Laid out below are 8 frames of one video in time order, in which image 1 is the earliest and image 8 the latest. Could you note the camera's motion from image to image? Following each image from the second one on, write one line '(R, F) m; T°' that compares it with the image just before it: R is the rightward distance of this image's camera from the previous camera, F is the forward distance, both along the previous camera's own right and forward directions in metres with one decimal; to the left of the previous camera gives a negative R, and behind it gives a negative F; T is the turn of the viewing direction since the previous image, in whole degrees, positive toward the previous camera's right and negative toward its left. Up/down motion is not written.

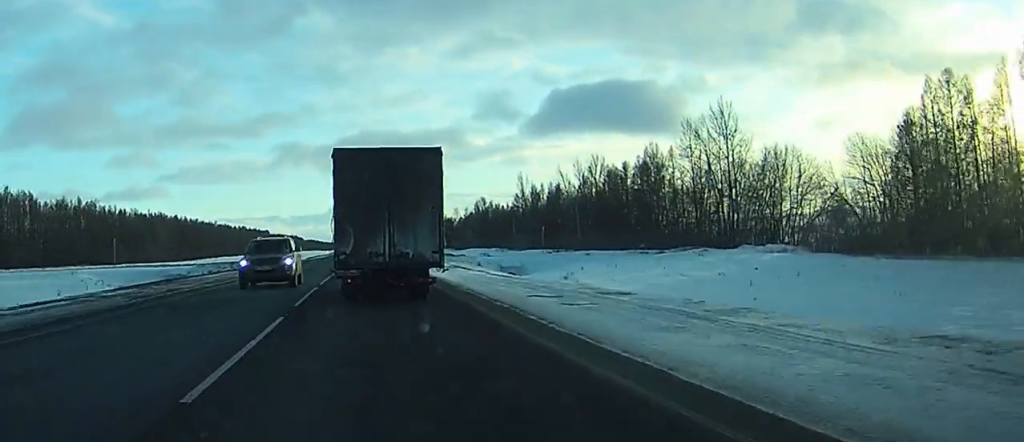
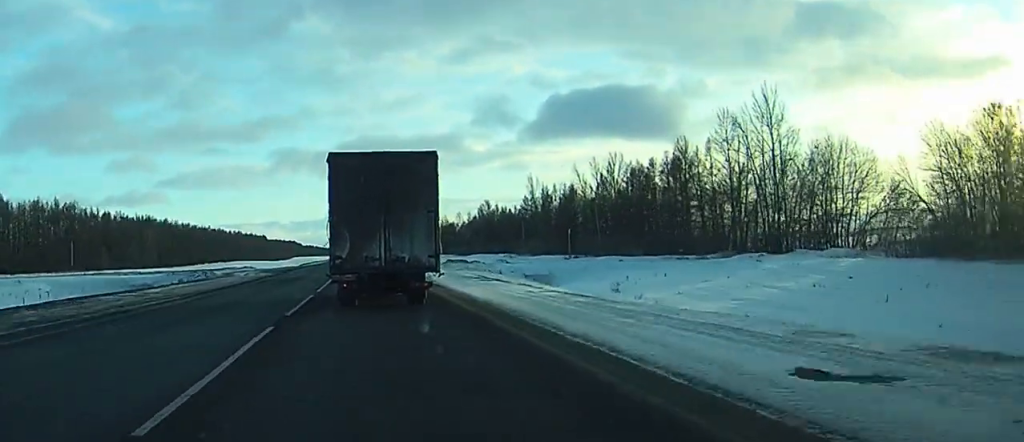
(0.0, +13.3) m; 0°
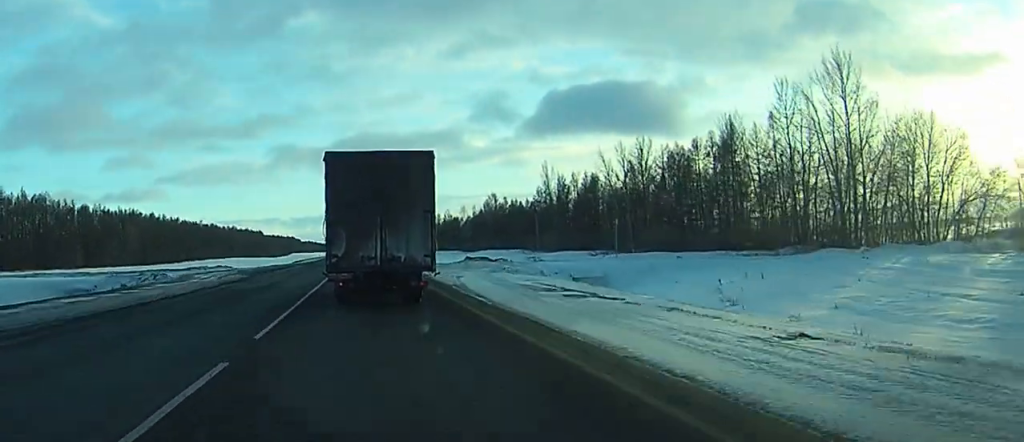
(0.0, +16.8) m; 0°
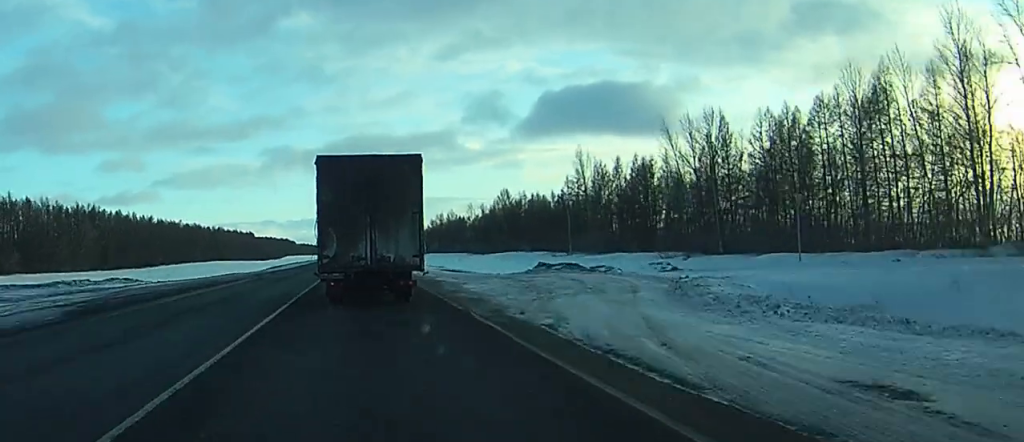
(-0.2, +31.9) m; 0°
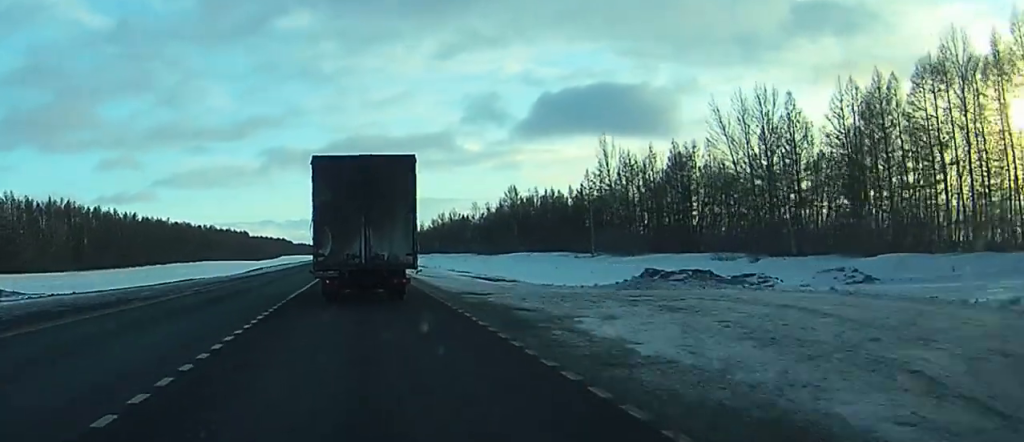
(0.0, +16.5) m; 0°
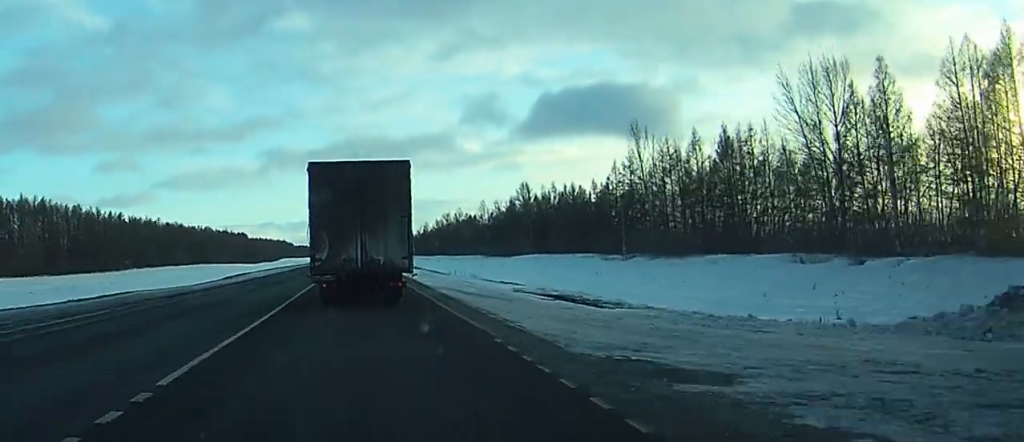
(+0.1, +15.8) m; 0°
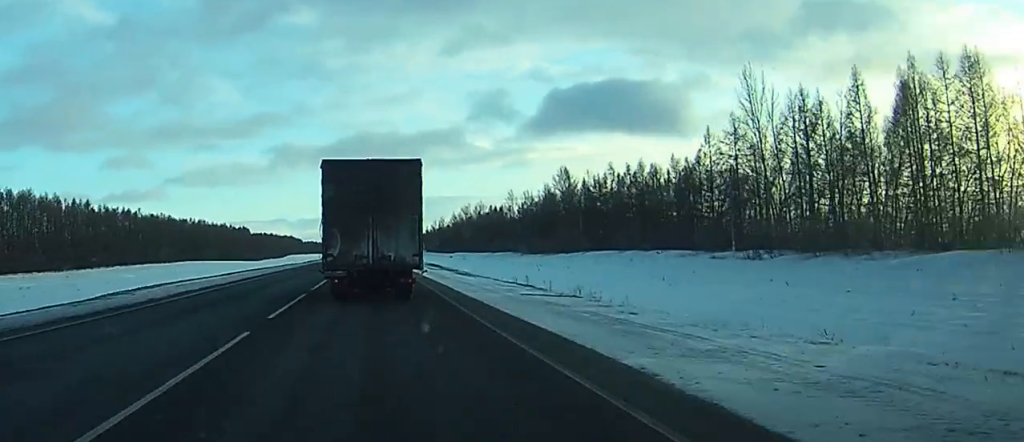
(-0.1, +34.6) m; 0°
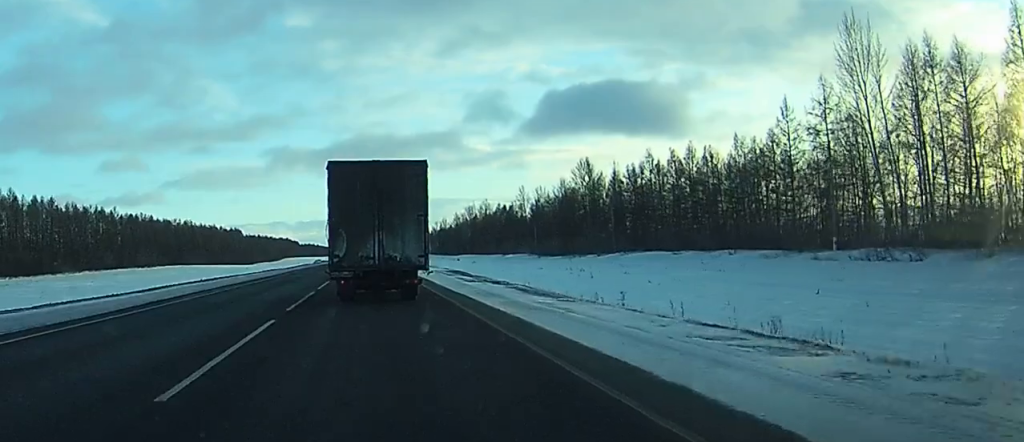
(-0.1, +21.0) m; 0°
